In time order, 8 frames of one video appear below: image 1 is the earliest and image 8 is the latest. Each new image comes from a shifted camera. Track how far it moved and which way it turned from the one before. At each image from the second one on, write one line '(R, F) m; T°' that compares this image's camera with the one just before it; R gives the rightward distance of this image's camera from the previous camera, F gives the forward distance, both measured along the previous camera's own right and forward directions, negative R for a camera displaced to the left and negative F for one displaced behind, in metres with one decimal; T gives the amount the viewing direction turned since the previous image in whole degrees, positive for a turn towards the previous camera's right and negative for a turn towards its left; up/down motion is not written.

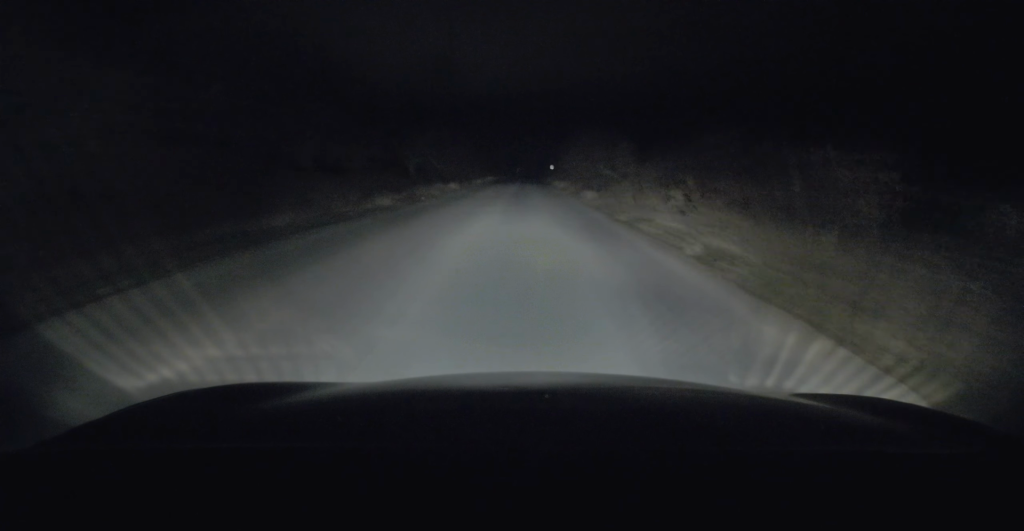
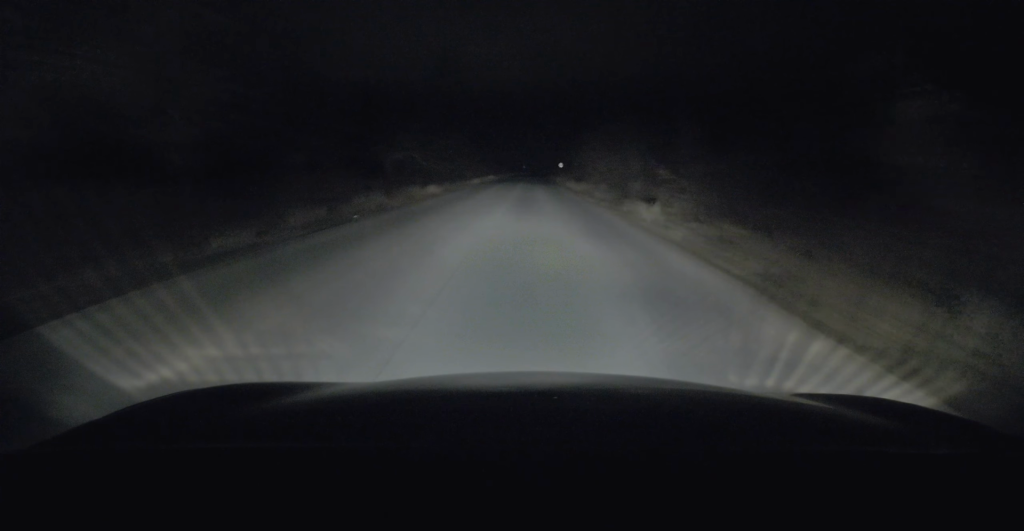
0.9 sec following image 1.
(+0.1, +12.5) m; +1°
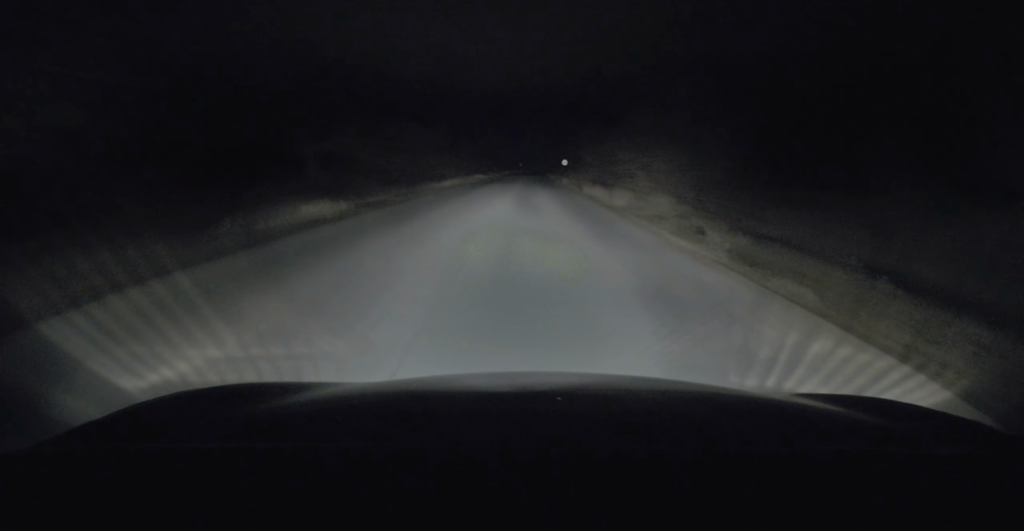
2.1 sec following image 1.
(+0.1, +17.7) m; -1°
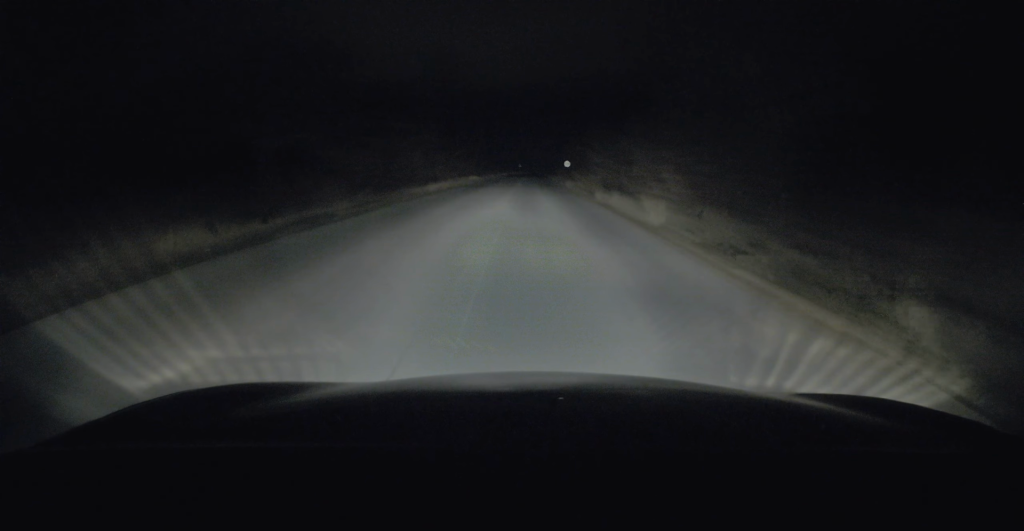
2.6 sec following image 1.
(-0.1, +5.9) m; 0°
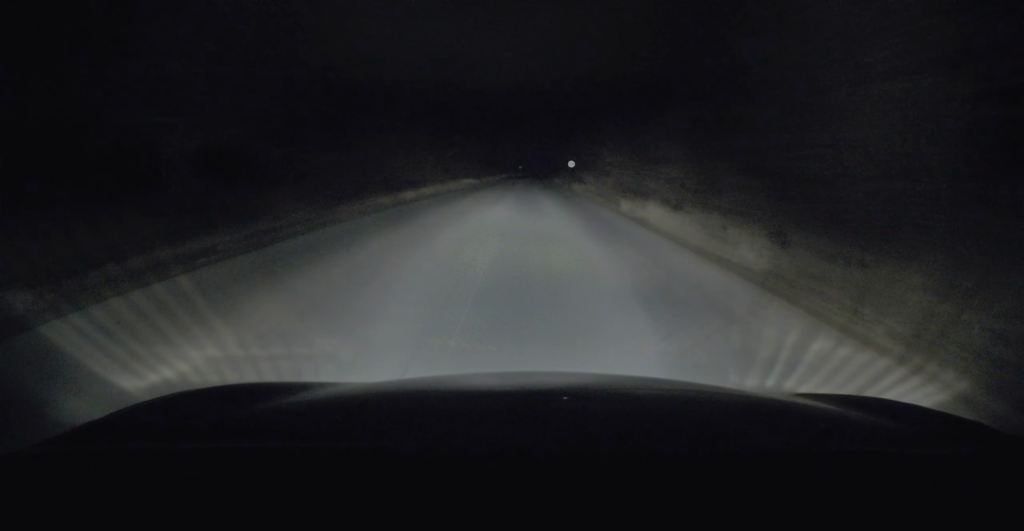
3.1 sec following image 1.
(-0.2, +6.7) m; 0°
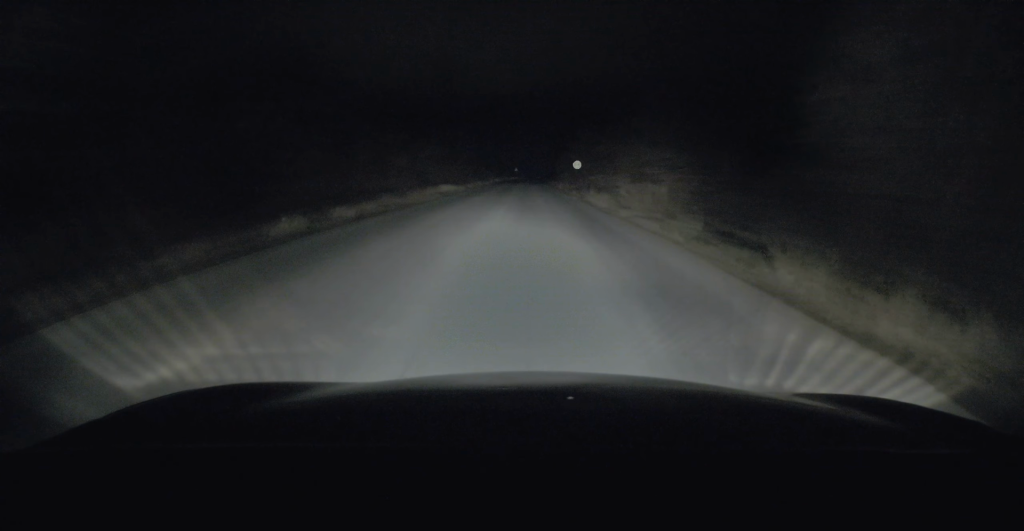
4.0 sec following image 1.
(+0.1, +12.8) m; +3°
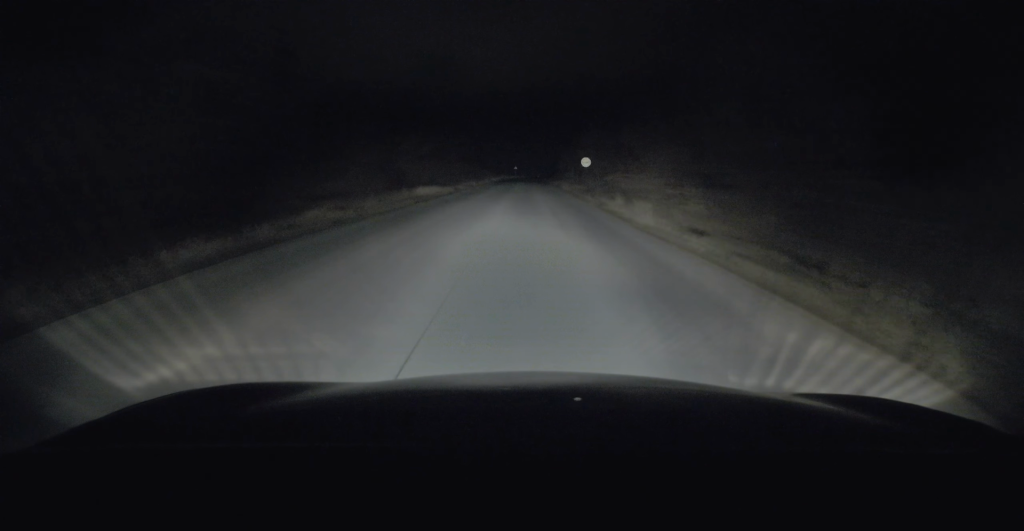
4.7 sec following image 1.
(+0.2, +8.3) m; +1°
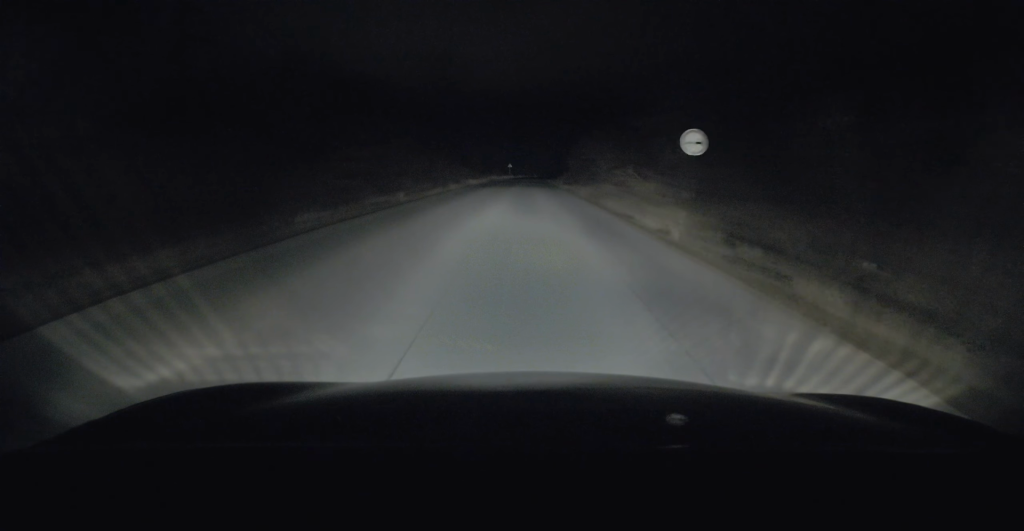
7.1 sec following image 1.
(-0.4, +31.8) m; -1°
